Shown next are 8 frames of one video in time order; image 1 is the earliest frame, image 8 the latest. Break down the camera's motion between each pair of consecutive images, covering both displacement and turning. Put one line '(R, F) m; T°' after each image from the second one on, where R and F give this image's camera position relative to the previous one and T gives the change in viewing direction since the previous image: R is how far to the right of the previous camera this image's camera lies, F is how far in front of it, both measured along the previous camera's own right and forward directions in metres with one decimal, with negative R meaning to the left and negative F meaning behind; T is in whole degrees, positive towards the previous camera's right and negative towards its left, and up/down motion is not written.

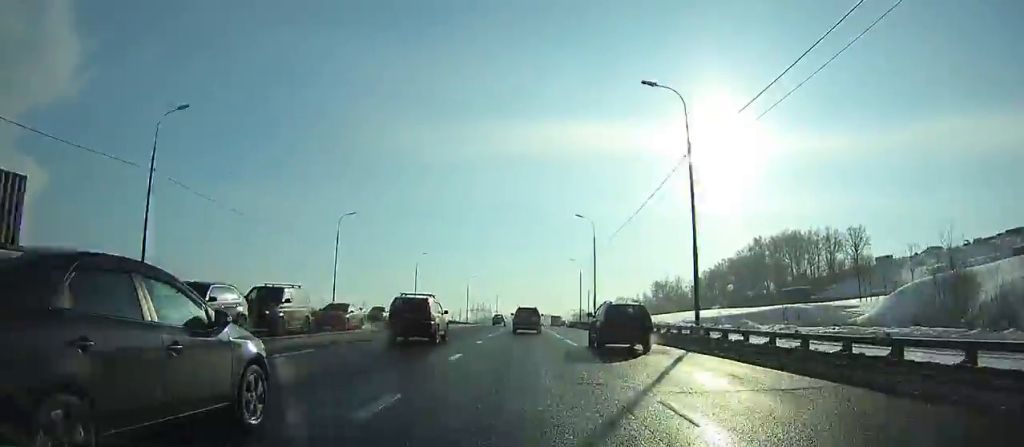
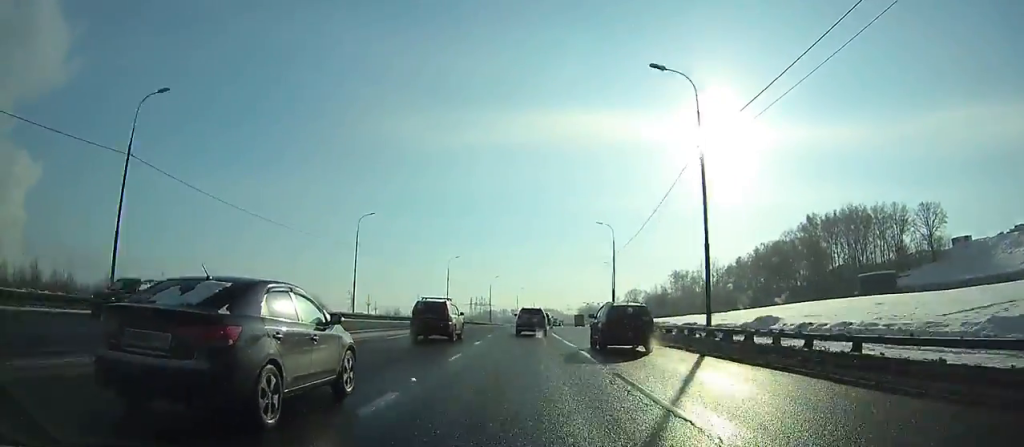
(+0.7, +41.0) m; +2°
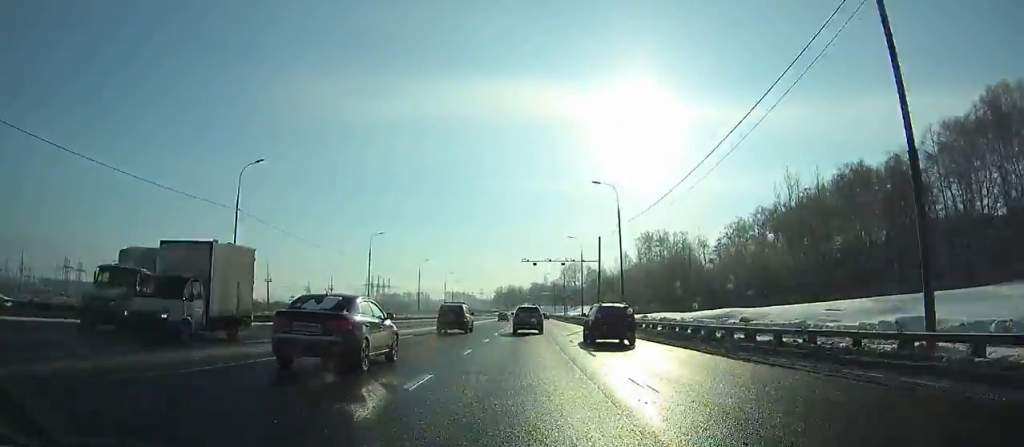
(+5.7, +103.4) m; +6°
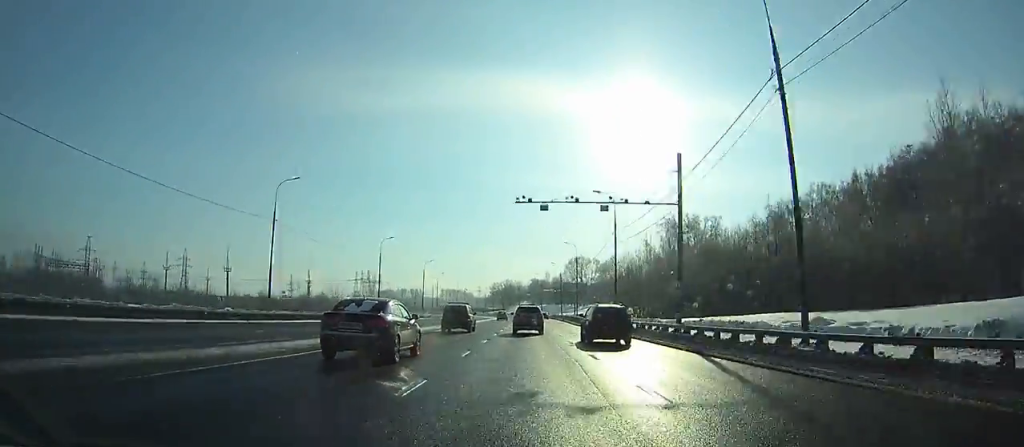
(+0.5, +32.8) m; +1°
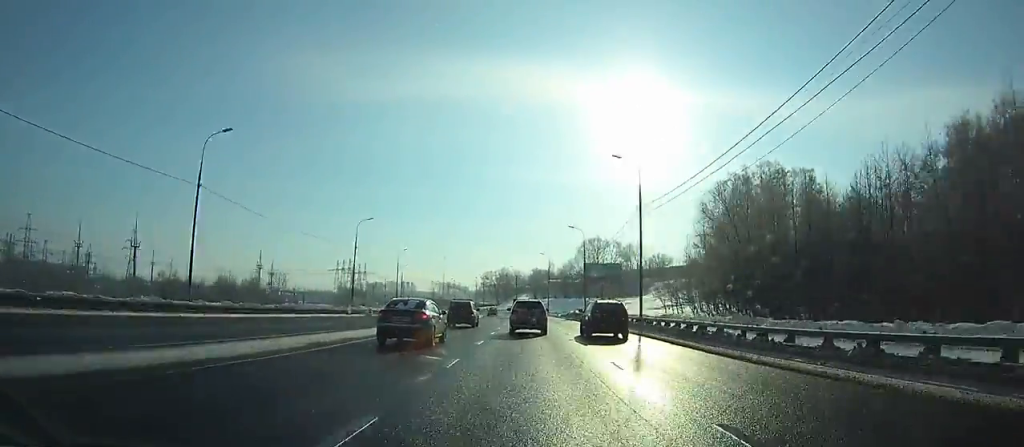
(0.0, +51.1) m; 0°
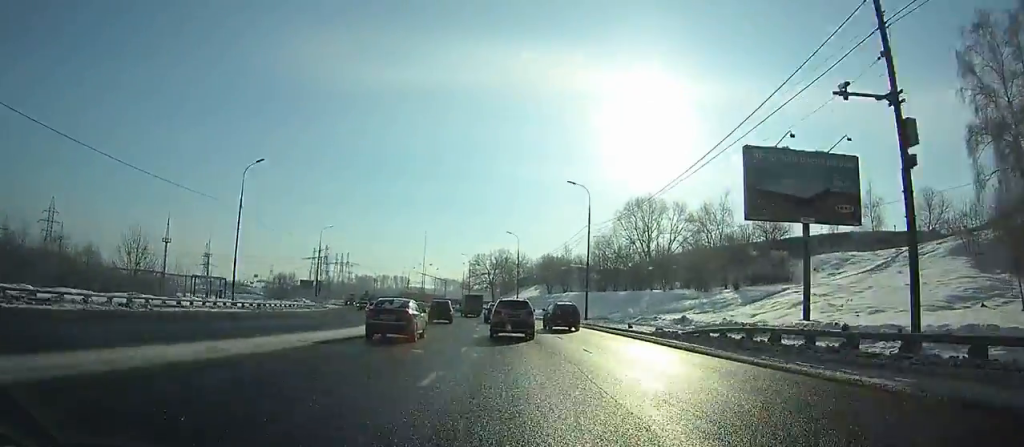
(0.0, +68.7) m; -2°
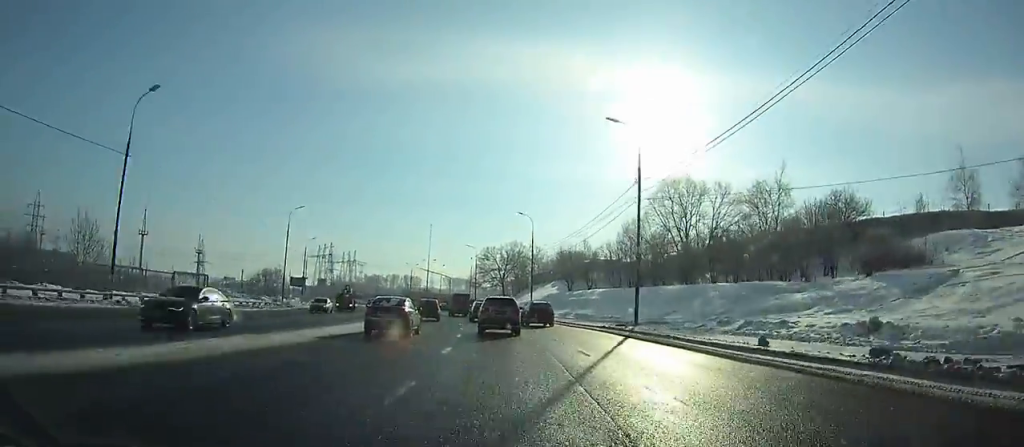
(+0.2, +18.4) m; -1°
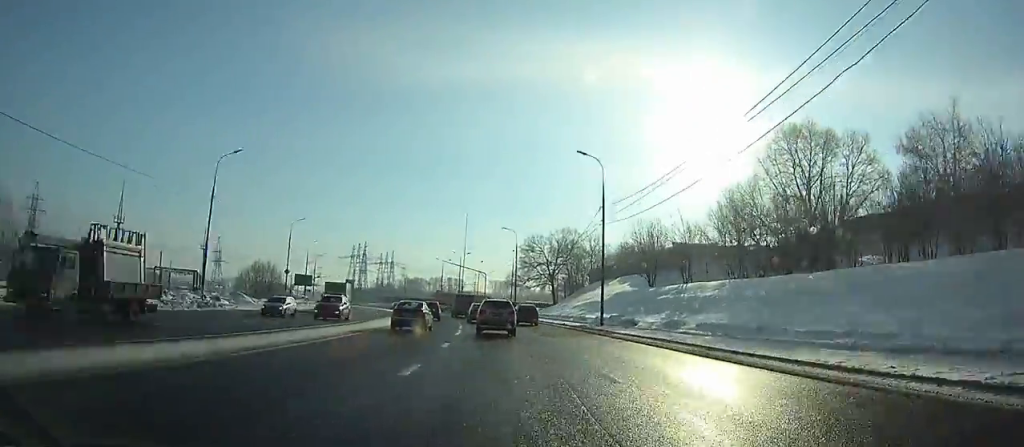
(-1.1, +30.0) m; -4°
